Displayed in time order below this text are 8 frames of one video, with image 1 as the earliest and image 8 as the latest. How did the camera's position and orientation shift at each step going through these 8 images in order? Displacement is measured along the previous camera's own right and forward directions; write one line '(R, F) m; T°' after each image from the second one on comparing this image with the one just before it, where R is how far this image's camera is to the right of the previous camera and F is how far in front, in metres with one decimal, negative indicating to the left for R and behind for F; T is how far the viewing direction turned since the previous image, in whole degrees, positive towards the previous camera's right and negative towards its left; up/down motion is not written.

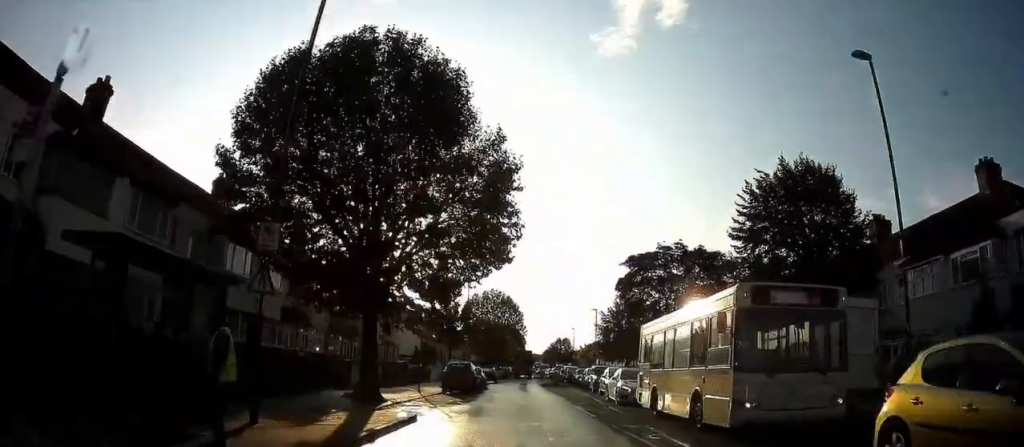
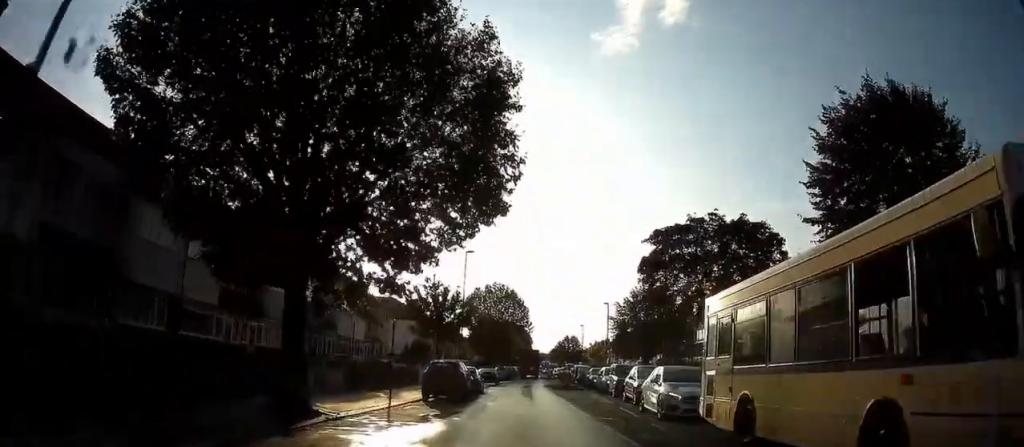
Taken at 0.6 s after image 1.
(0.0, +6.7) m; 0°
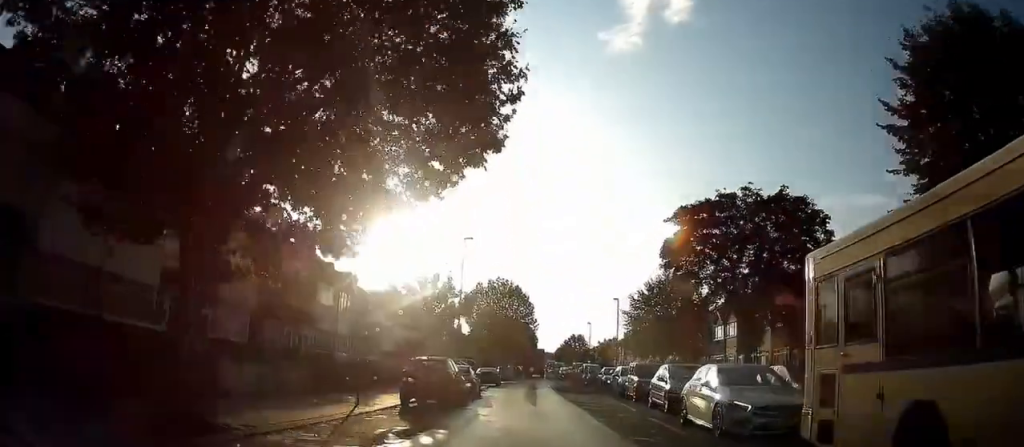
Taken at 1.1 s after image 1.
(0.0, +4.6) m; 0°
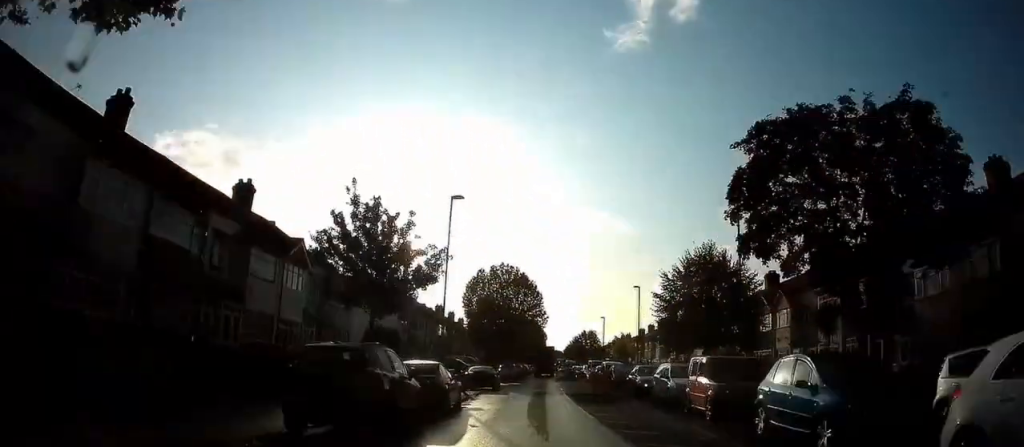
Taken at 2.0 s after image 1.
(0.0, +9.4) m; 0°
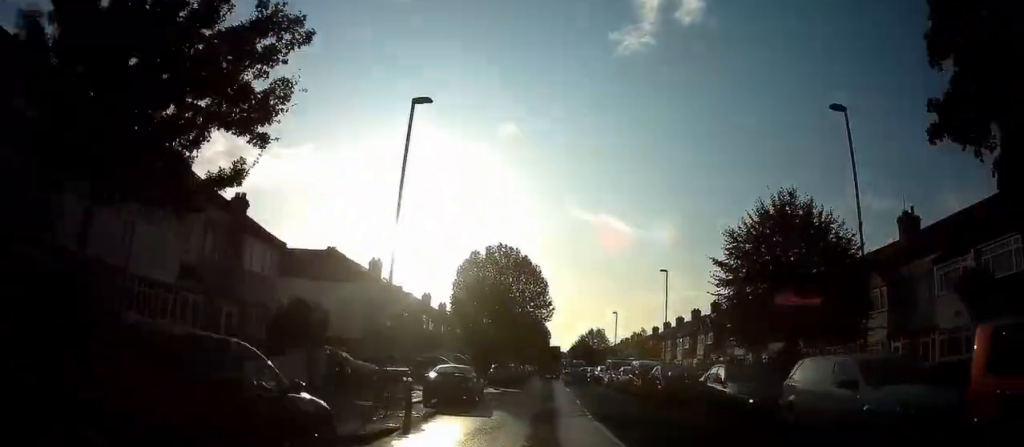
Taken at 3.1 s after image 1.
(0.0, +11.9) m; 0°
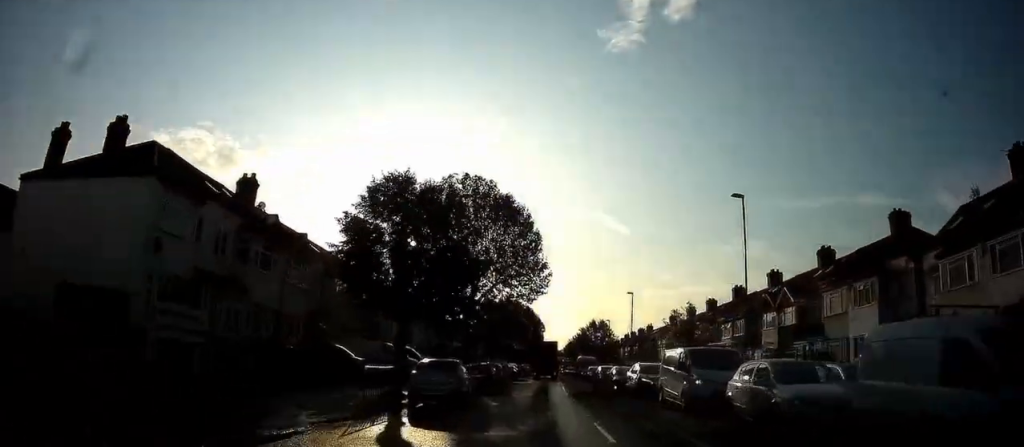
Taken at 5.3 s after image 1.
(0.0, +22.0) m; 0°
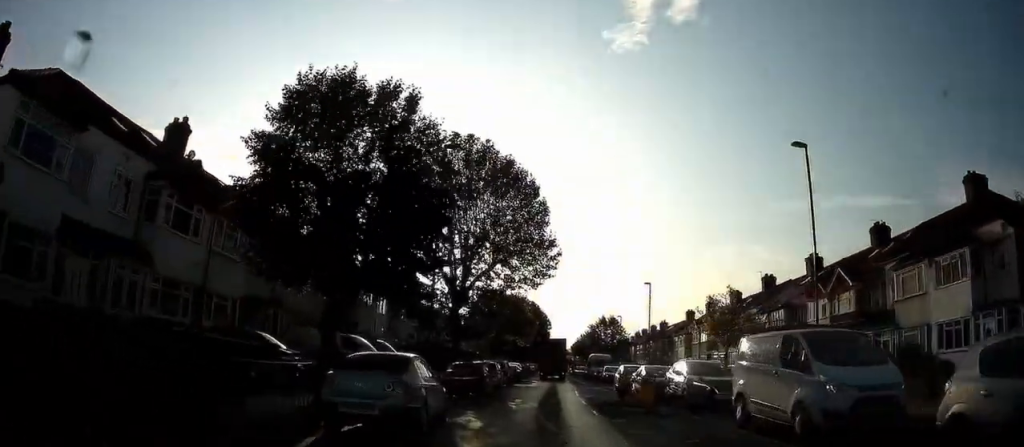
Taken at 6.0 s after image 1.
(0.0, +7.2) m; -1°
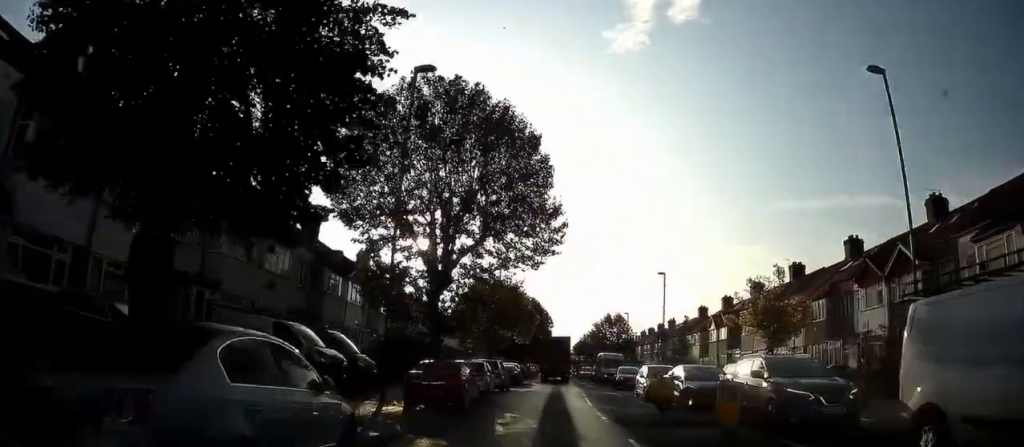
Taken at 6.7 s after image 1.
(-0.1, +6.3) m; -1°
